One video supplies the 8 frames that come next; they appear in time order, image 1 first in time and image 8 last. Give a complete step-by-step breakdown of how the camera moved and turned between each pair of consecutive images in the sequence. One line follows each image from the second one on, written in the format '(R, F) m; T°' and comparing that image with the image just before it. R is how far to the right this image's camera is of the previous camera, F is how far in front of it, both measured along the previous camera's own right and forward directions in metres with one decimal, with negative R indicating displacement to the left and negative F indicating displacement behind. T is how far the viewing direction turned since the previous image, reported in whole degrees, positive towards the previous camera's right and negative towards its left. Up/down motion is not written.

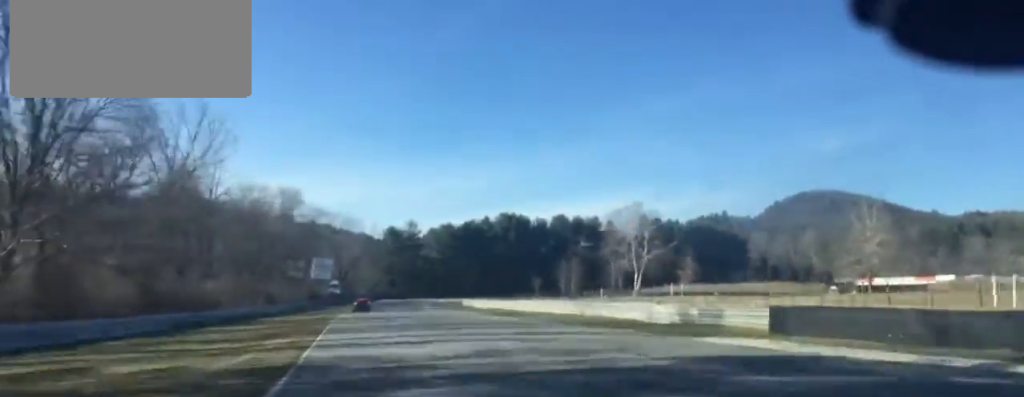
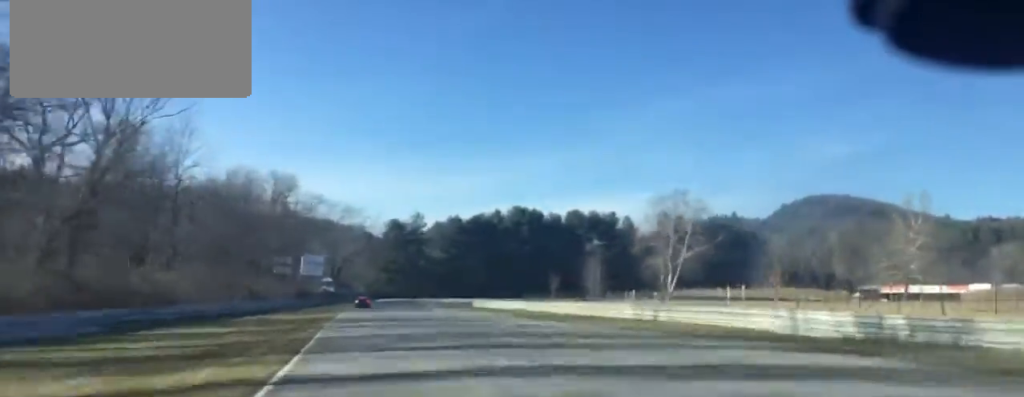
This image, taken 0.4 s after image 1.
(+0.1, +15.7) m; 0°
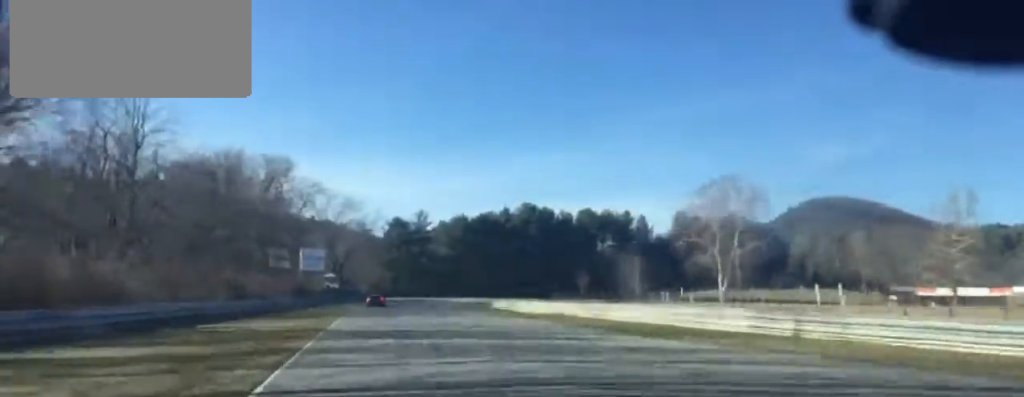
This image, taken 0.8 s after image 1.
(-0.2, +14.5) m; 0°
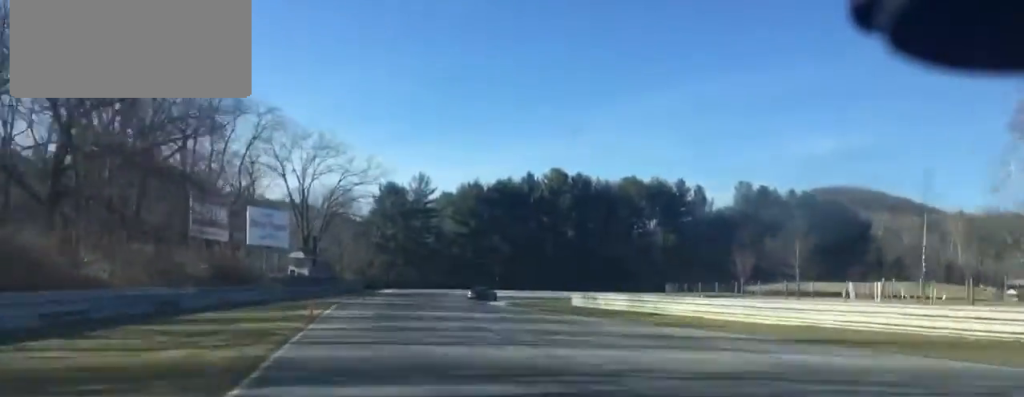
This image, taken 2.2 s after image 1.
(0.0, +48.3) m; +1°
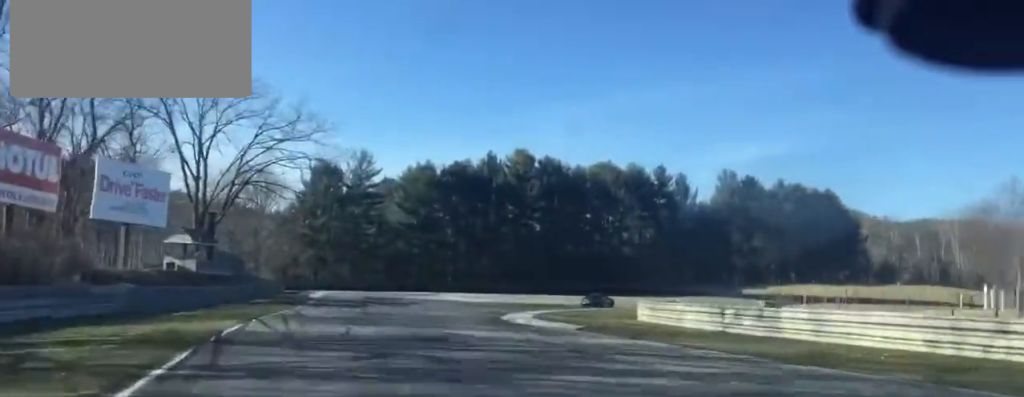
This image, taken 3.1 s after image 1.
(+0.4, +30.6) m; +6°
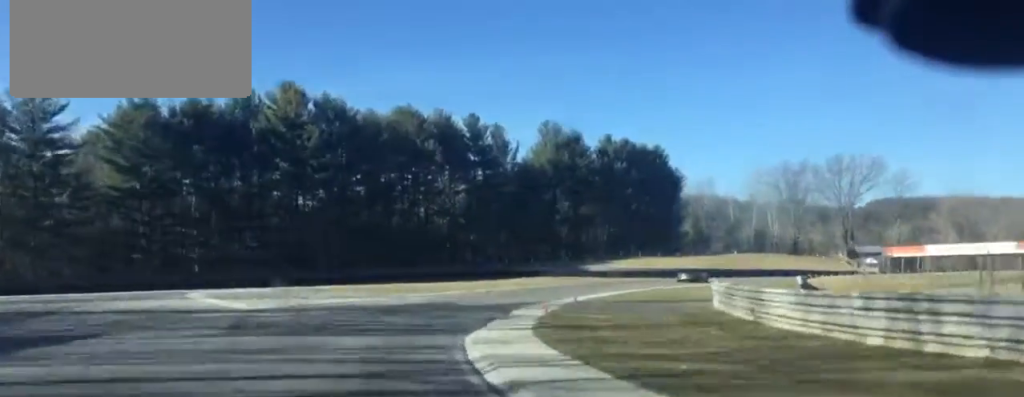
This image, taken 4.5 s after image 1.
(+5.4, +40.4) m; +15°
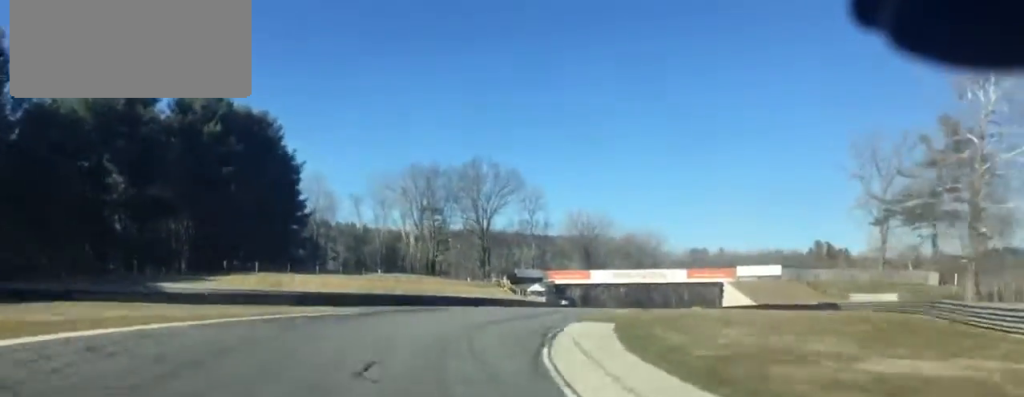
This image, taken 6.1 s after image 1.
(+12.0, +46.9) m; +29°
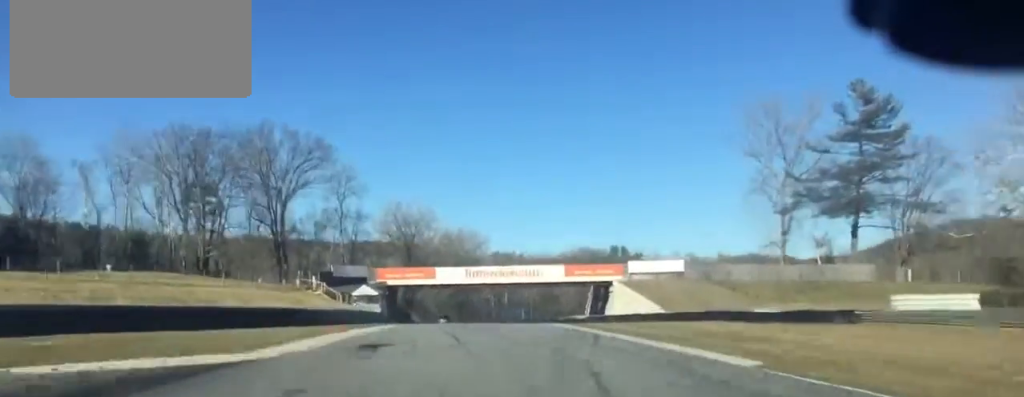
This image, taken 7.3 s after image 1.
(+3.4, +37.5) m; +10°
